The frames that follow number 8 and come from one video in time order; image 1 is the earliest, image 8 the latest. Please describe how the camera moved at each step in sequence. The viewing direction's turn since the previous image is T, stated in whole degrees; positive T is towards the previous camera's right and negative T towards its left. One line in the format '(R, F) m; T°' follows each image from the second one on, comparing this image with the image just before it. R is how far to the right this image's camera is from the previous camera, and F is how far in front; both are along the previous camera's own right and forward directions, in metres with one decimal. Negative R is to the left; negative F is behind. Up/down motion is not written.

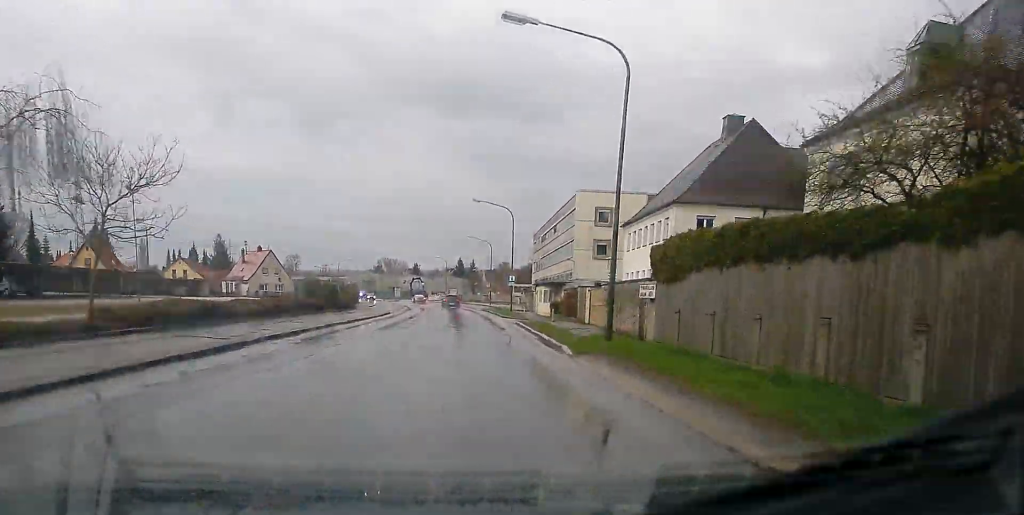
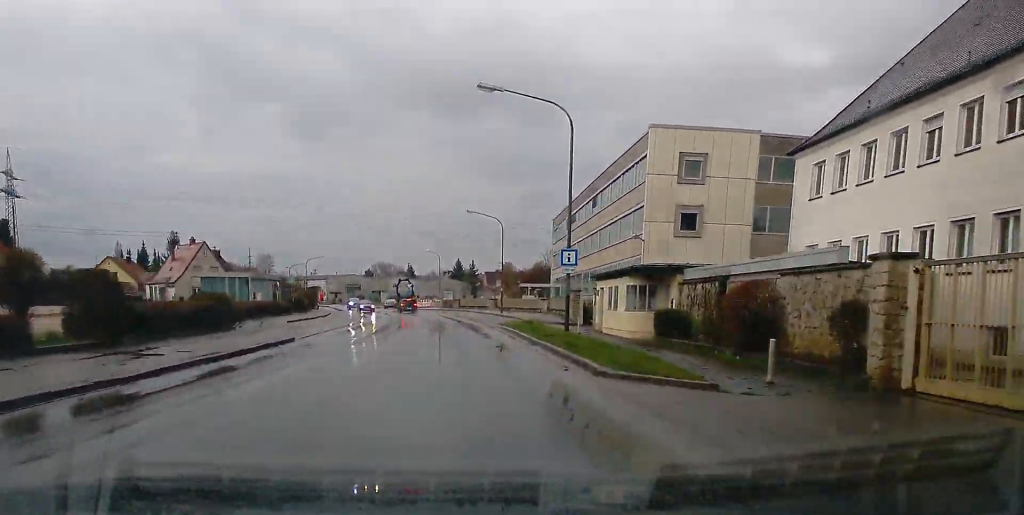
(+0.2, +35.1) m; -1°
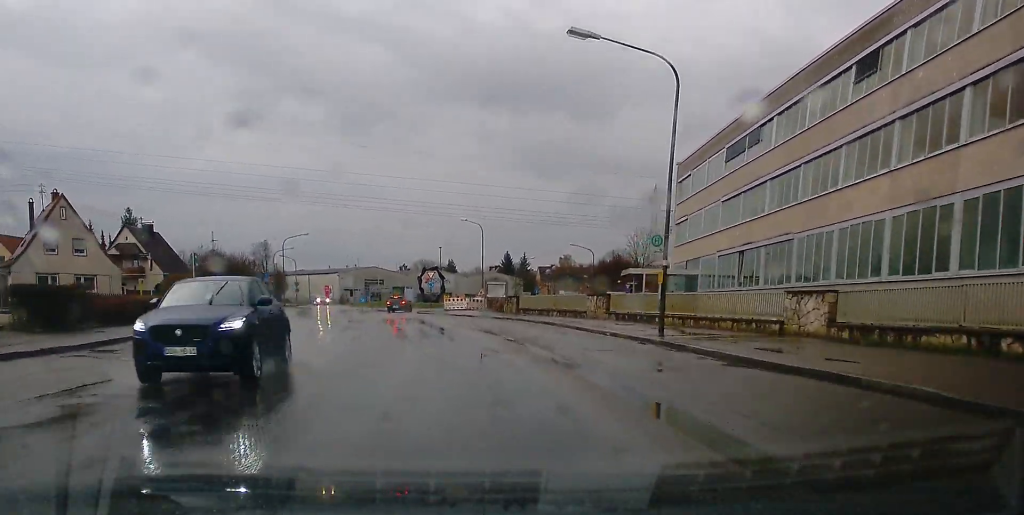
(-1.4, +45.8) m; -4°
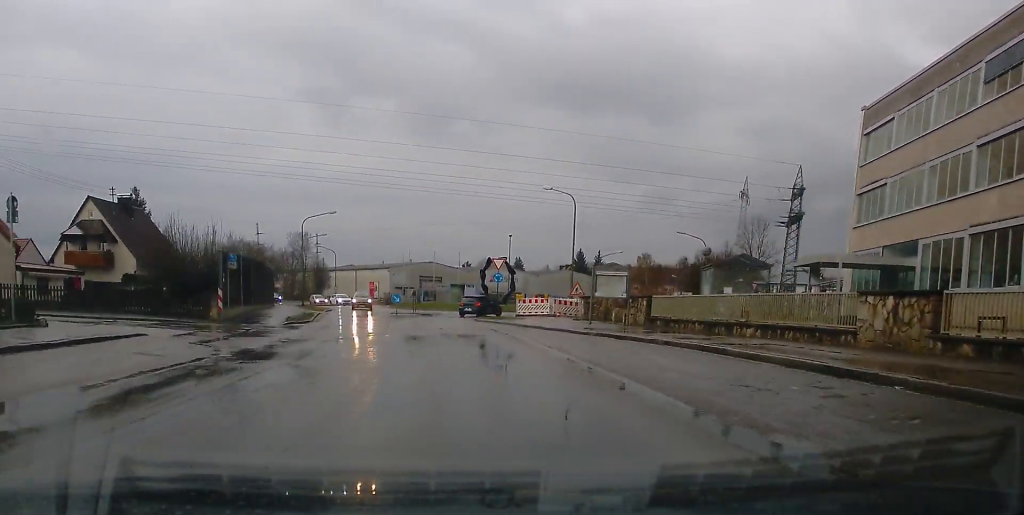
(-0.3, +20.7) m; -3°
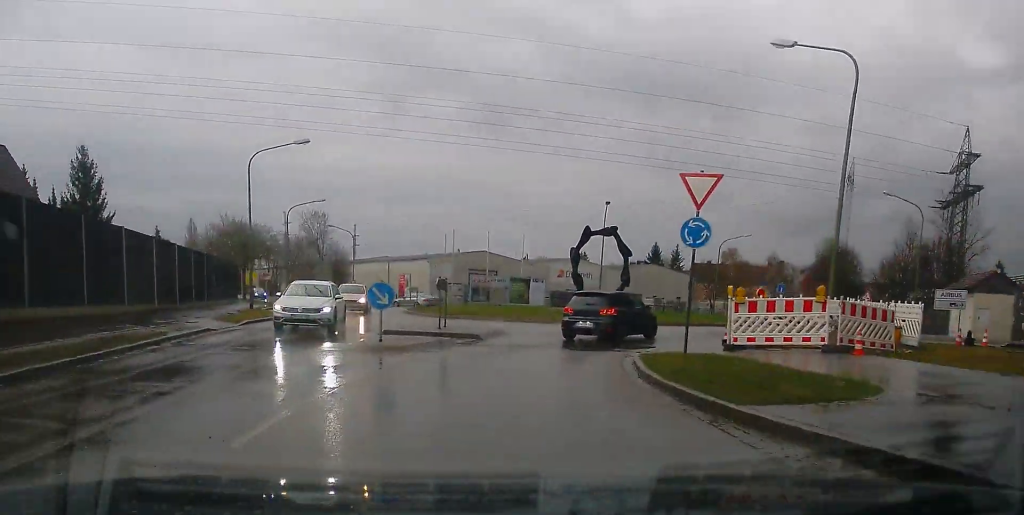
(-1.5, +28.5) m; -1°
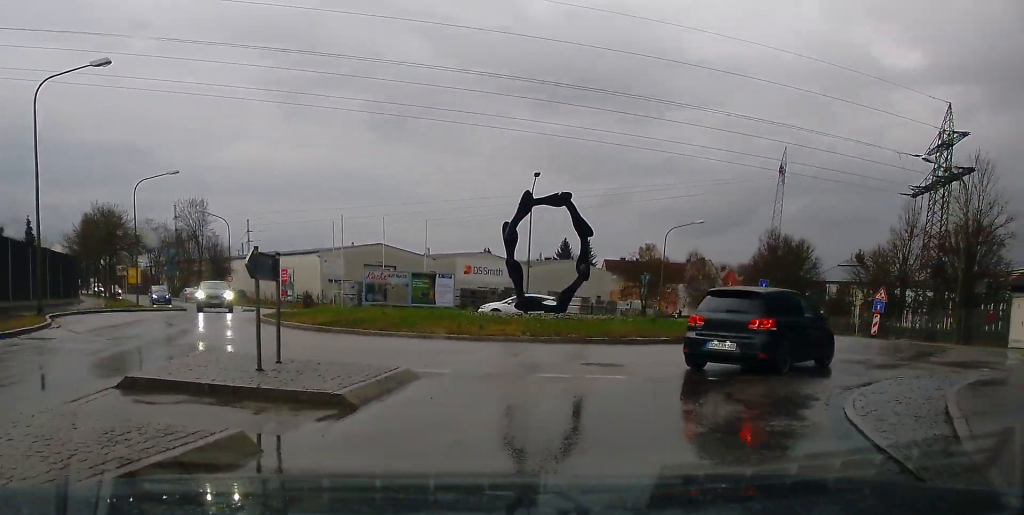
(+0.8, +14.9) m; +15°
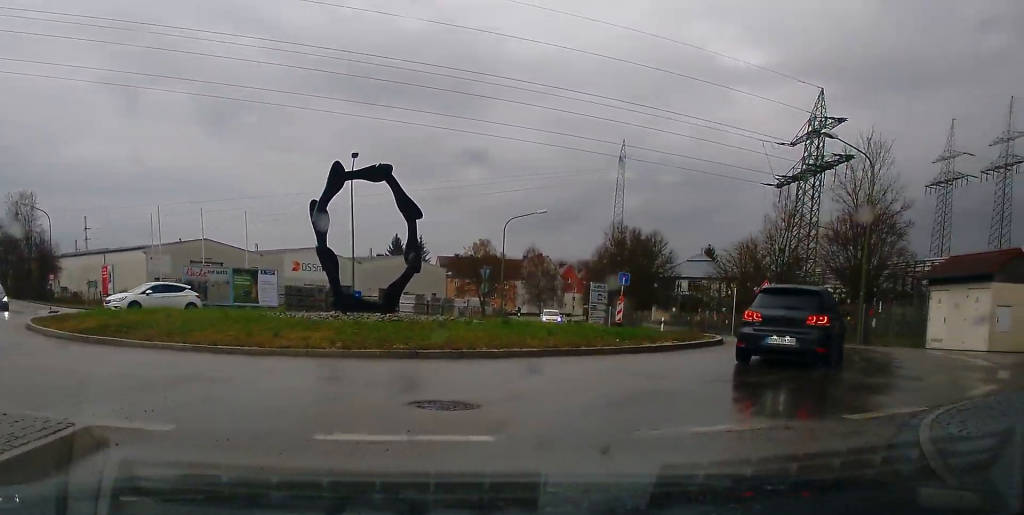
(+1.0, +6.9) m; +12°
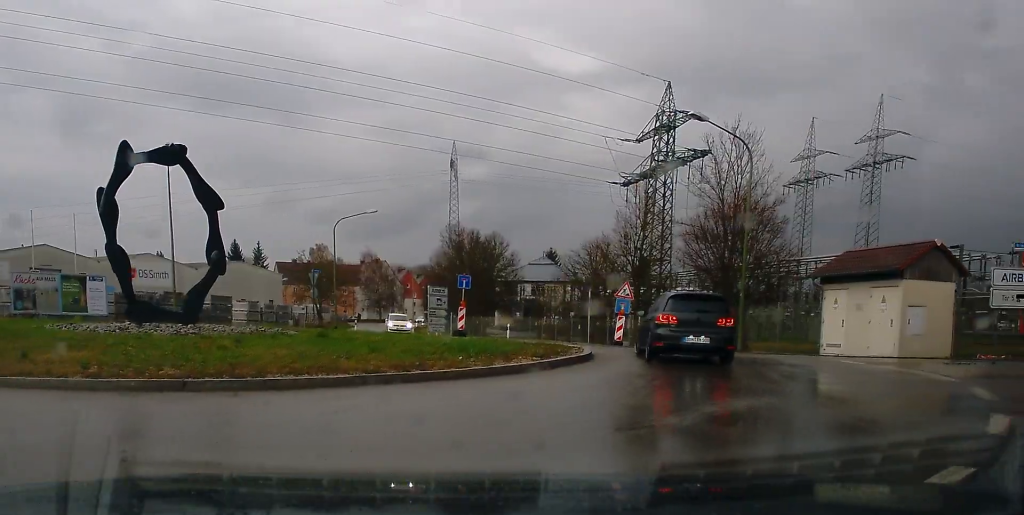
(+0.6, +5.4) m; +10°
